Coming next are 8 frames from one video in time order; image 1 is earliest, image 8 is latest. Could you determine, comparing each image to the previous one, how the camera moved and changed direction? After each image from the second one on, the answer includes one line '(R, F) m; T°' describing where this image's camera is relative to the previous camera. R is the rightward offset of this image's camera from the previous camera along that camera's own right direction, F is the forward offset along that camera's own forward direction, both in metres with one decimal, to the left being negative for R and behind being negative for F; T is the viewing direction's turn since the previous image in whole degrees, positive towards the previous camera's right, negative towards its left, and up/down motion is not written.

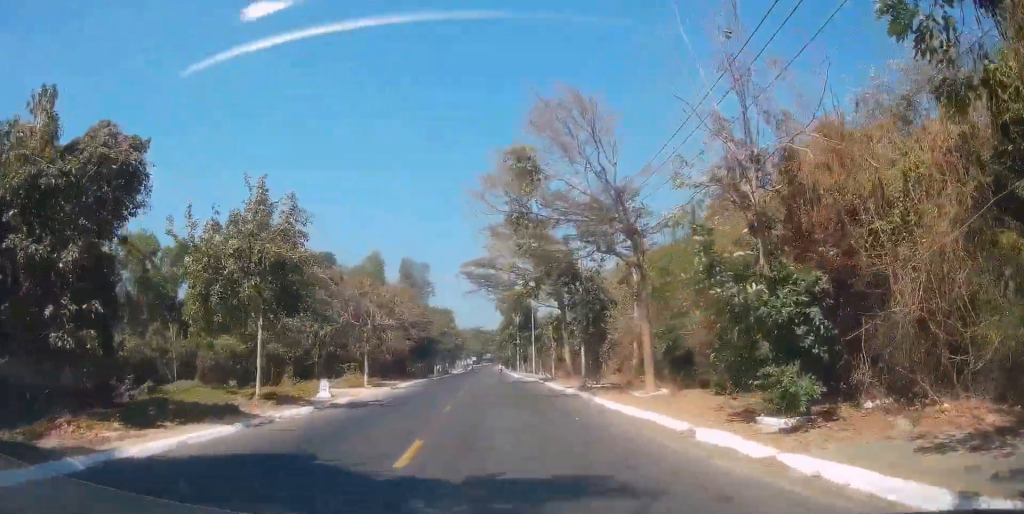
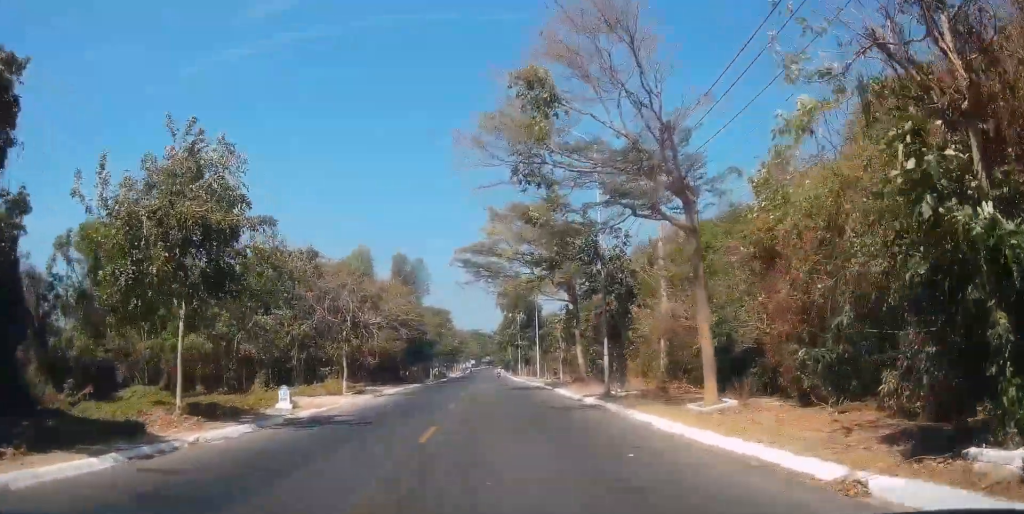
(+0.1, +6.1) m; +1°
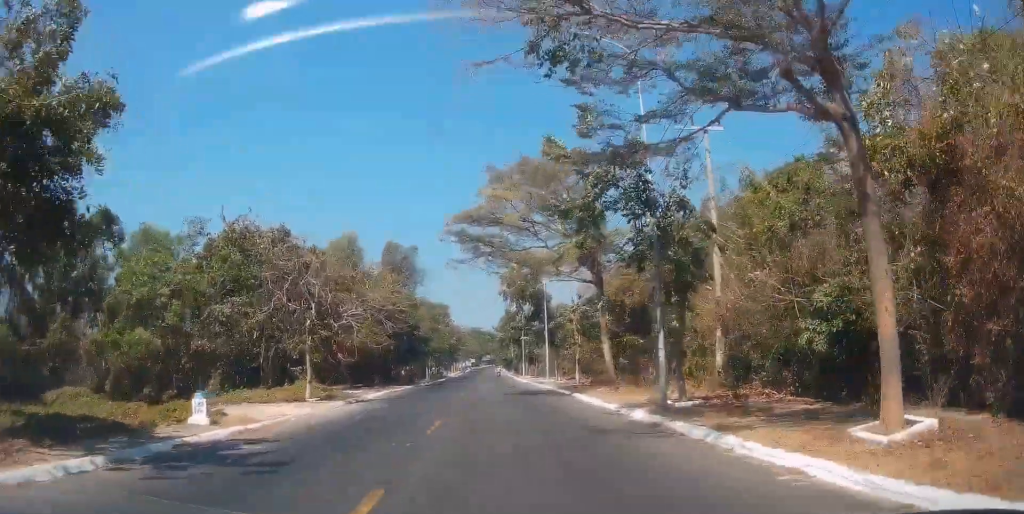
(+0.2, +7.7) m; +2°
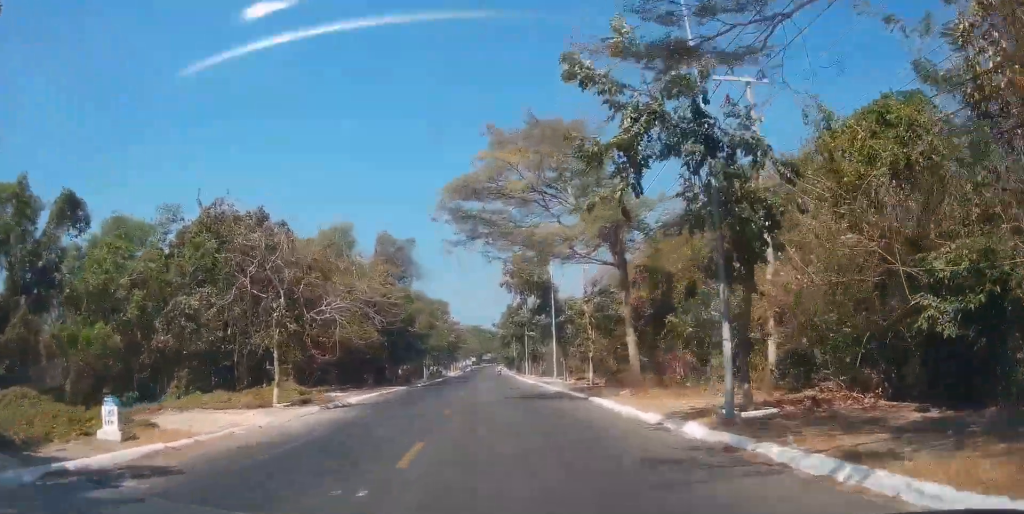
(0.0, +4.7) m; 0°
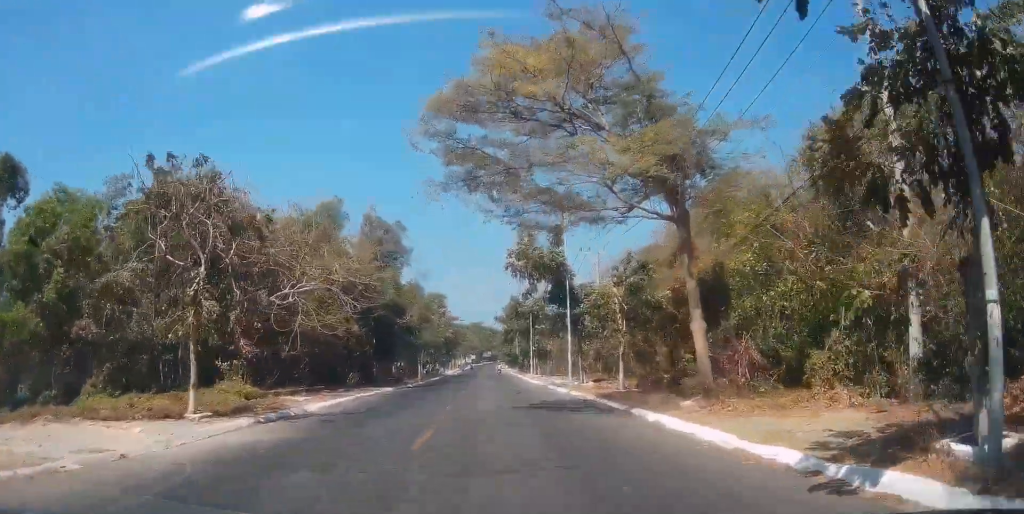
(0.0, +7.5) m; 0°
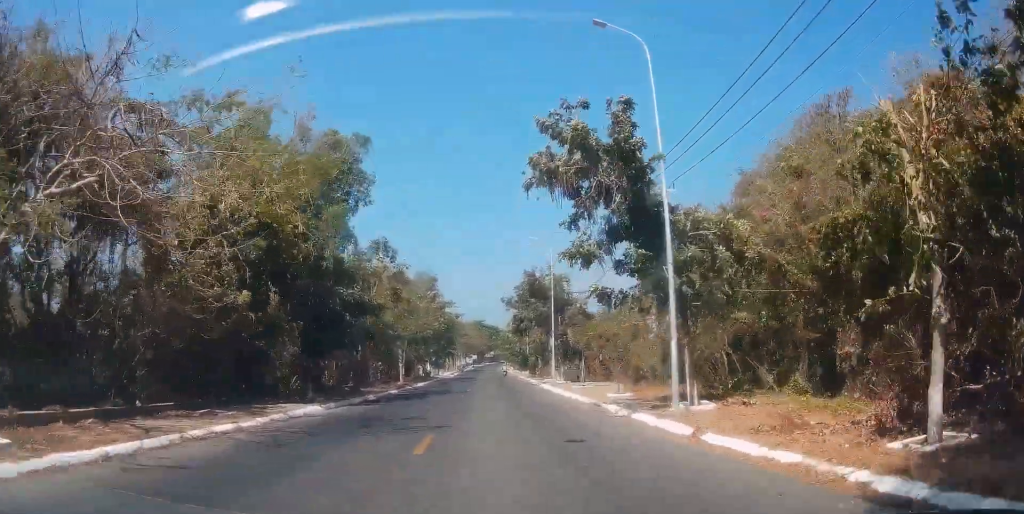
(-0.1, +19.3) m; -2°
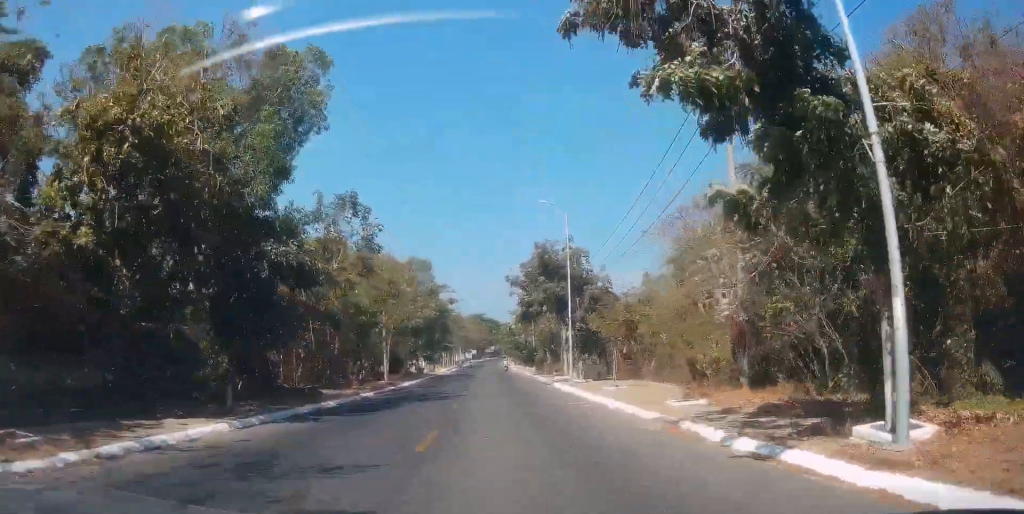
(-0.2, +9.3) m; -1°
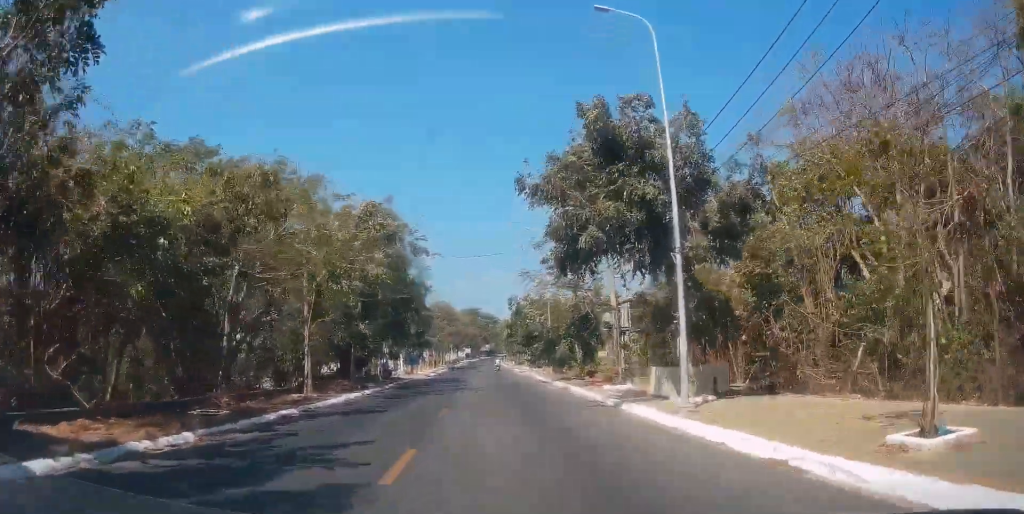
(+0.5, +21.4) m; +3°
